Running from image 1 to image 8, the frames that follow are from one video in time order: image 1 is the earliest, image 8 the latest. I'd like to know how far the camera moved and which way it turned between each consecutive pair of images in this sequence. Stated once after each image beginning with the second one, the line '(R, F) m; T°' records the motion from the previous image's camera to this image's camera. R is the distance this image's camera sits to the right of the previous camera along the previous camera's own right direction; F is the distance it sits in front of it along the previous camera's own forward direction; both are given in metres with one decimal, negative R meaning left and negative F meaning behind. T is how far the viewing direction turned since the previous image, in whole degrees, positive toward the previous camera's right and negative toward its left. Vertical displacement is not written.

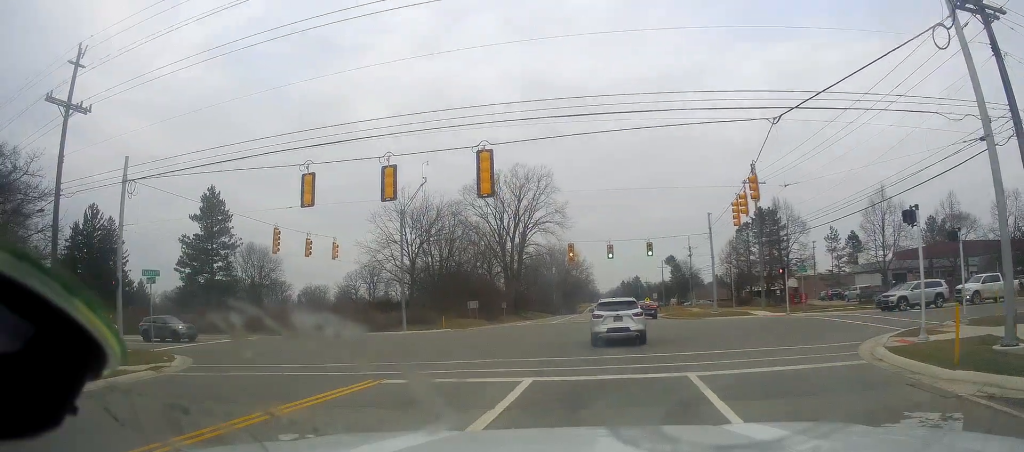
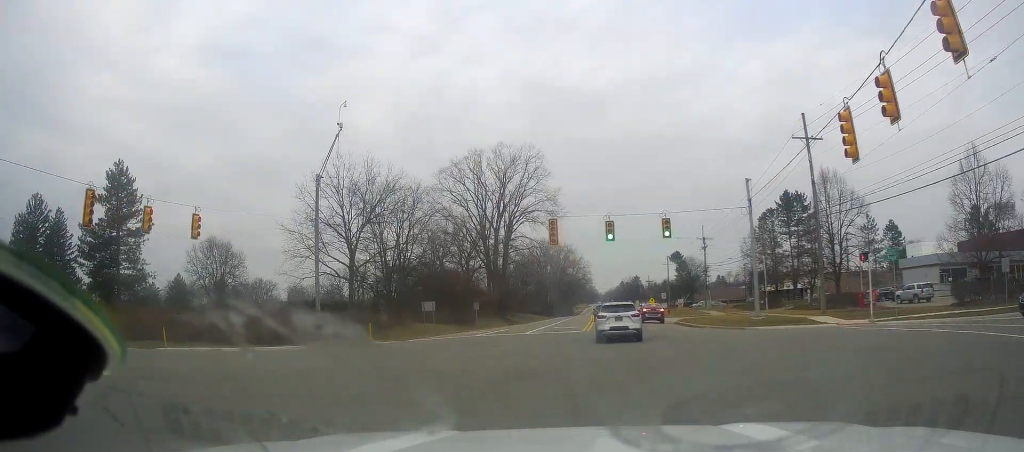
(-0.2, +16.5) m; +2°
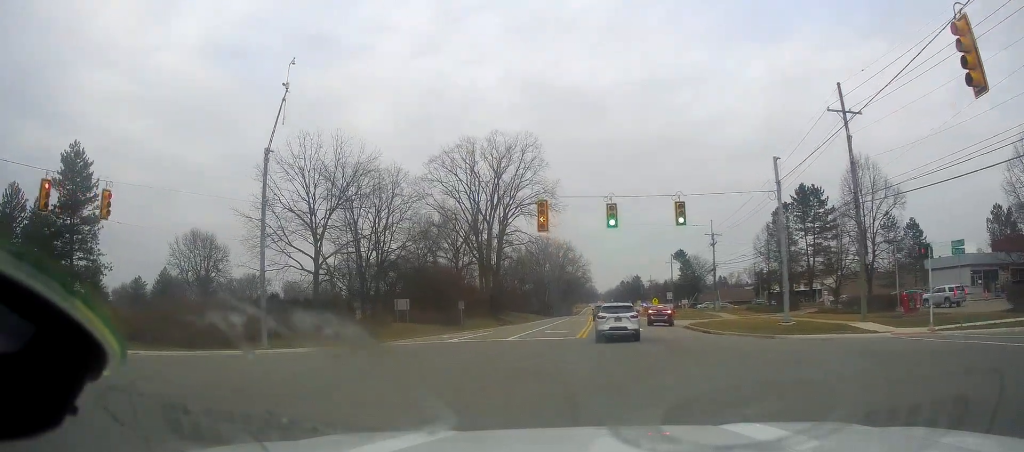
(+0.3, +6.6) m; +3°
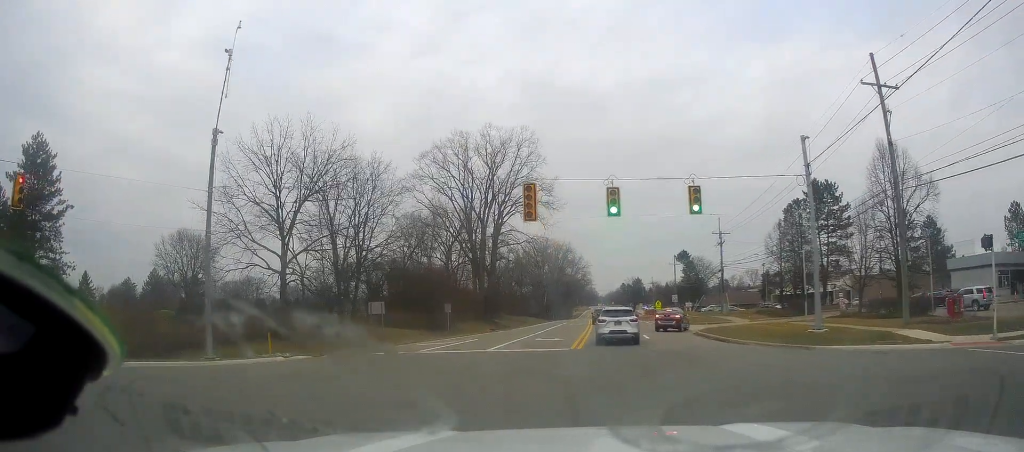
(0.0, +5.3) m; 0°
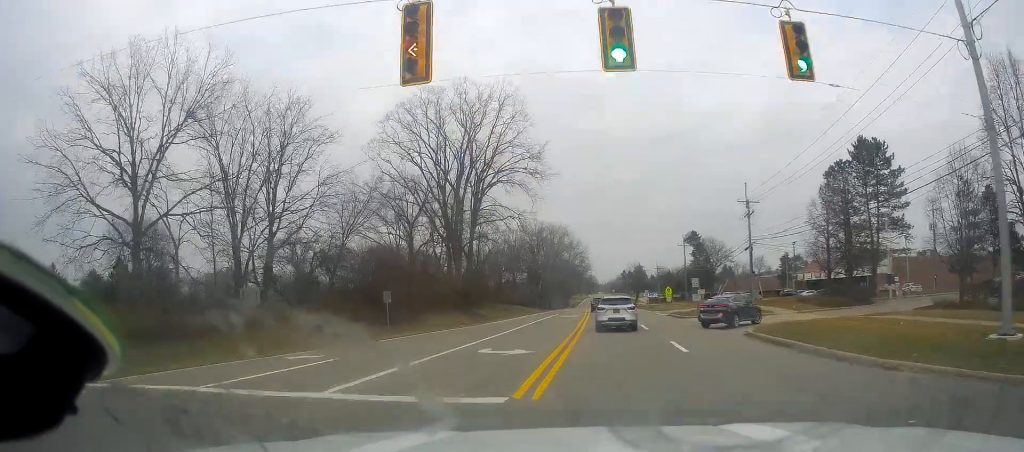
(0.0, +15.2) m; 0°
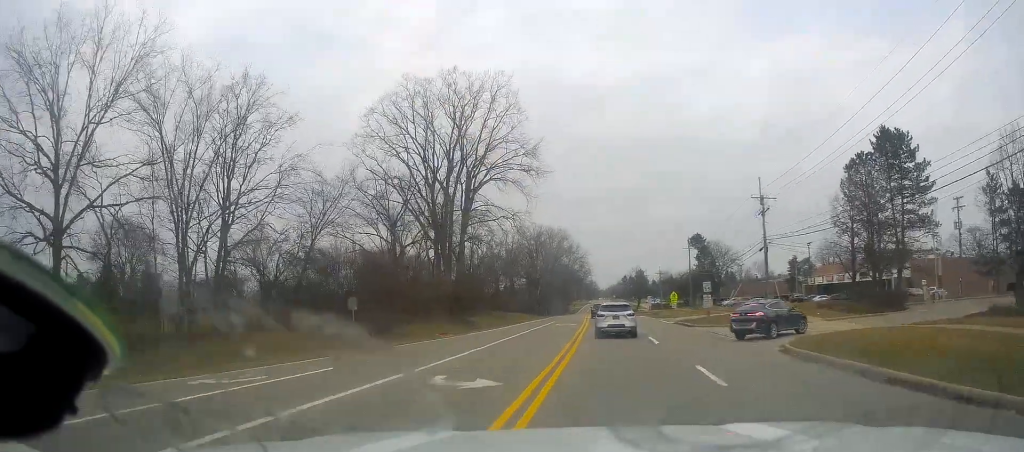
(0.0, +5.5) m; 0°
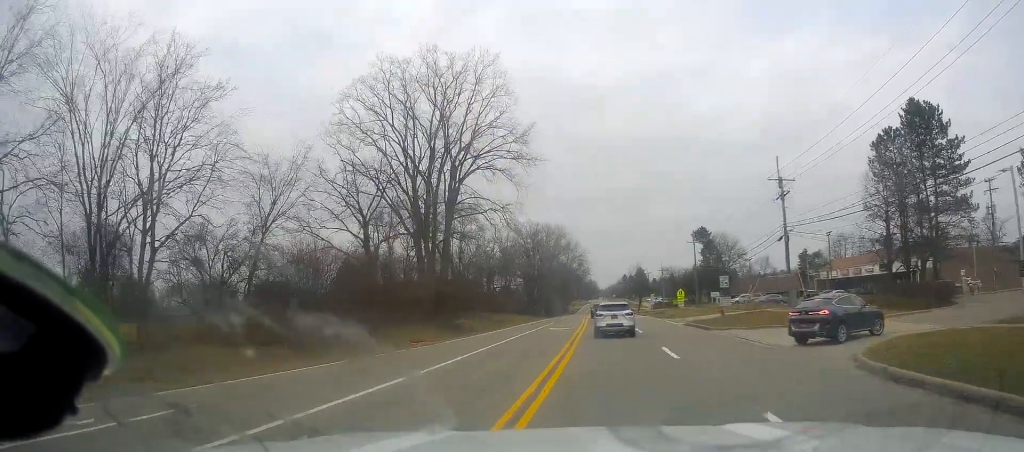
(0.0, +6.9) m; -1°
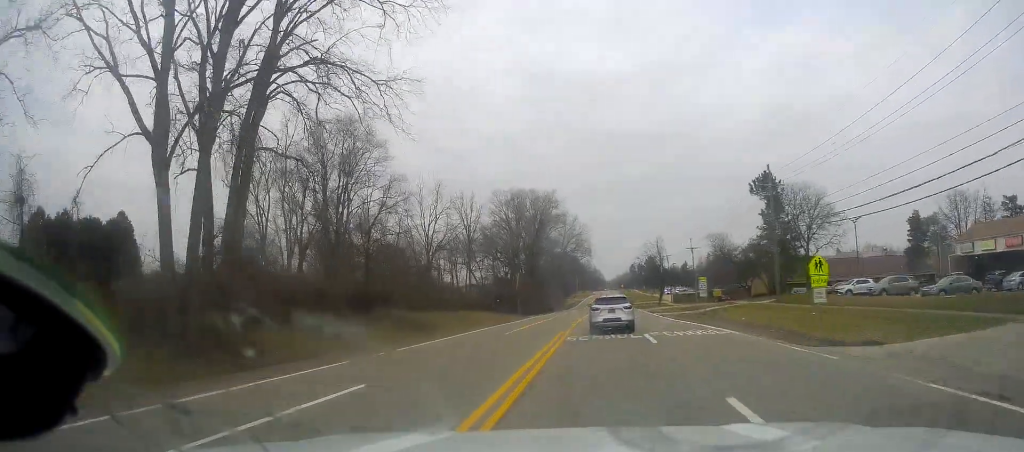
(-0.4, +42.4) m; -2°
